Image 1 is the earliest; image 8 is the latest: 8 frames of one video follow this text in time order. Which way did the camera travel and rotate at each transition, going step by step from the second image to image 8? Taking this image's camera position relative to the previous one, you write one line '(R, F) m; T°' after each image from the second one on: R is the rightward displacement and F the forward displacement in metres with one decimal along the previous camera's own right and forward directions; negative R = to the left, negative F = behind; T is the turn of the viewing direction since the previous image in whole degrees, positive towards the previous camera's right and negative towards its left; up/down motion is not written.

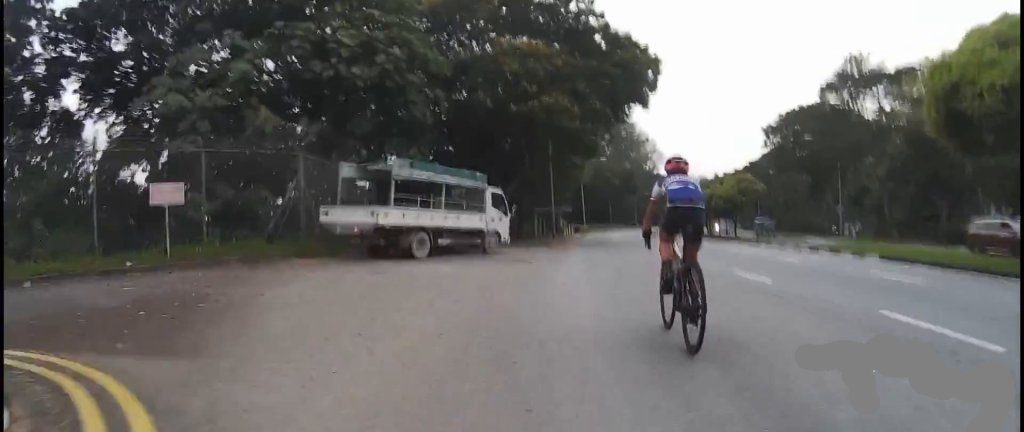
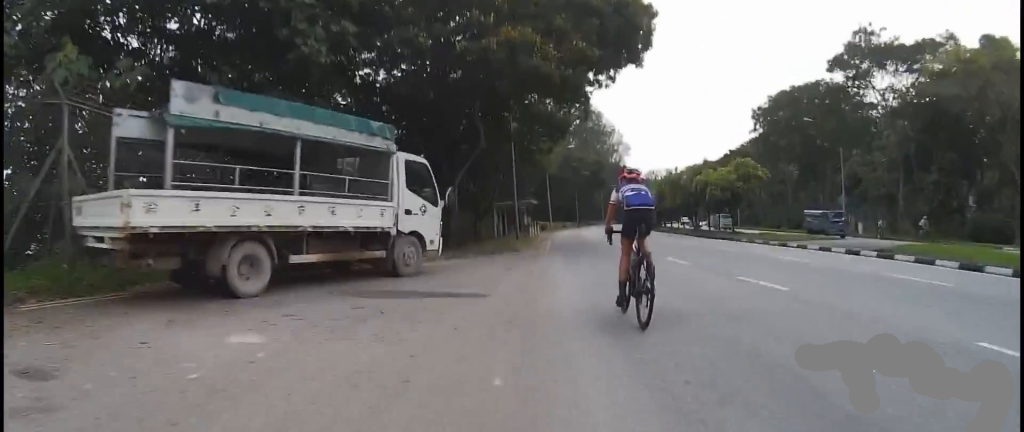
(+0.8, +7.5) m; +7°
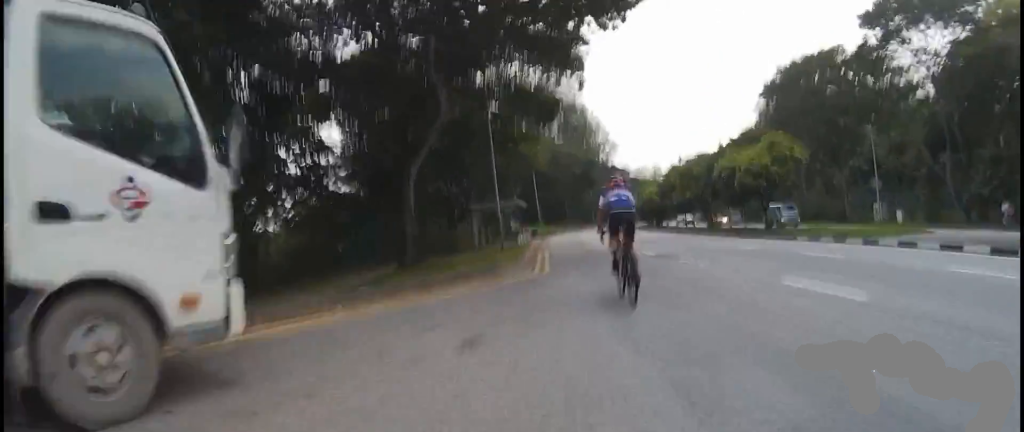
(+0.1, +7.4) m; +1°
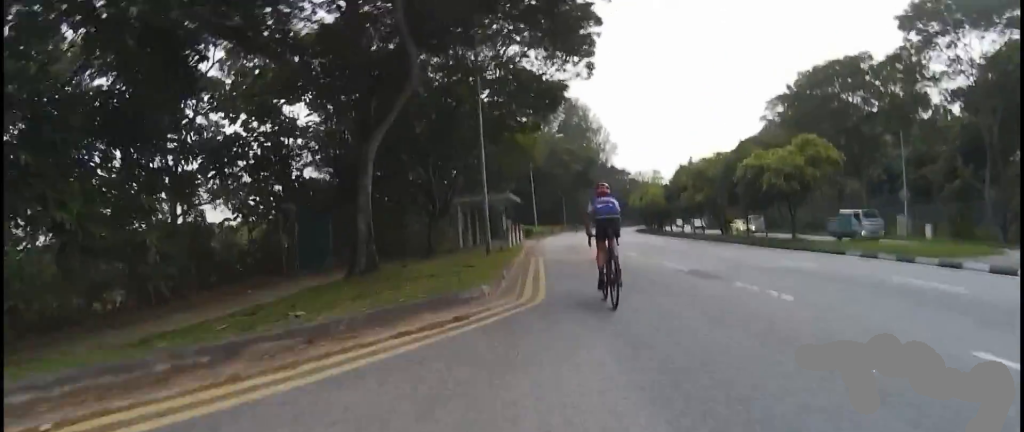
(0.0, +4.1) m; 0°
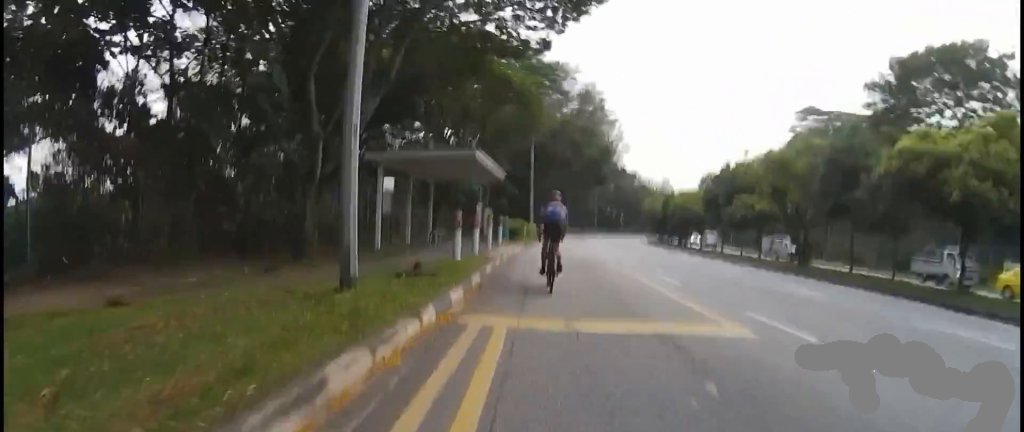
(0.0, +12.9) m; 0°
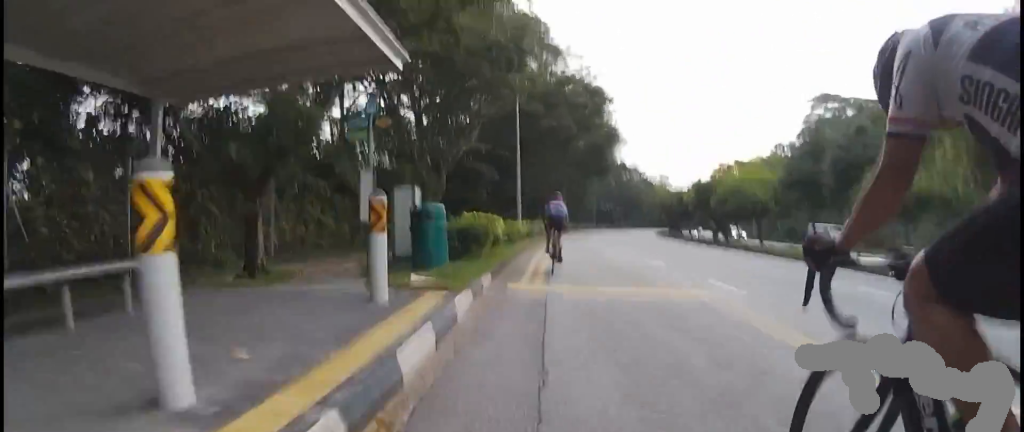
(0.0, +14.9) m; 0°
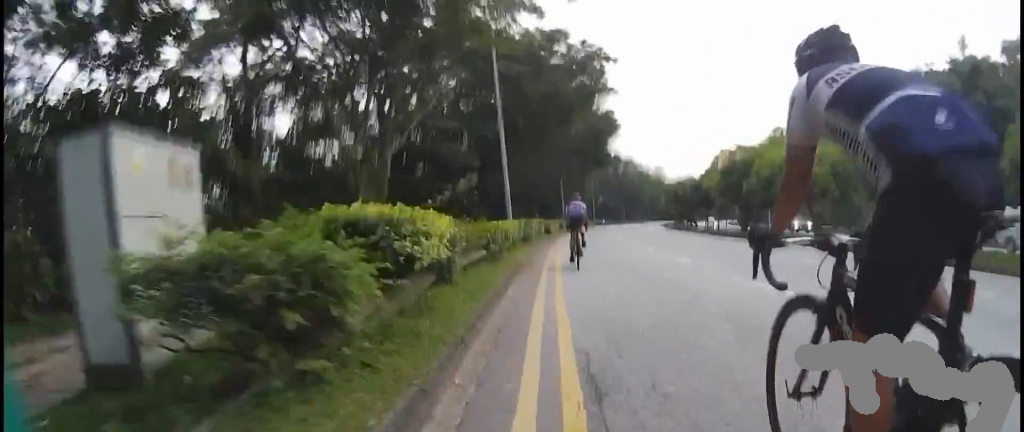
(0.0, +7.4) m; 0°
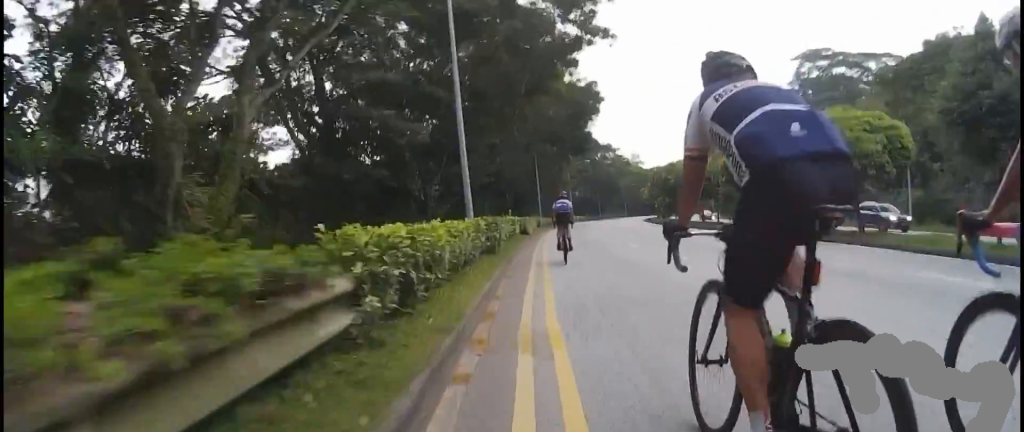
(0.0, +6.3) m; 0°
